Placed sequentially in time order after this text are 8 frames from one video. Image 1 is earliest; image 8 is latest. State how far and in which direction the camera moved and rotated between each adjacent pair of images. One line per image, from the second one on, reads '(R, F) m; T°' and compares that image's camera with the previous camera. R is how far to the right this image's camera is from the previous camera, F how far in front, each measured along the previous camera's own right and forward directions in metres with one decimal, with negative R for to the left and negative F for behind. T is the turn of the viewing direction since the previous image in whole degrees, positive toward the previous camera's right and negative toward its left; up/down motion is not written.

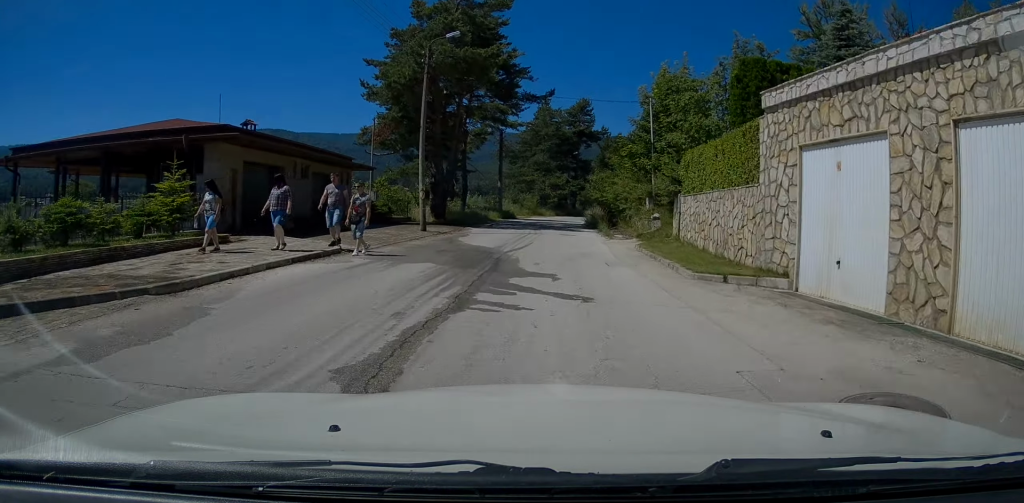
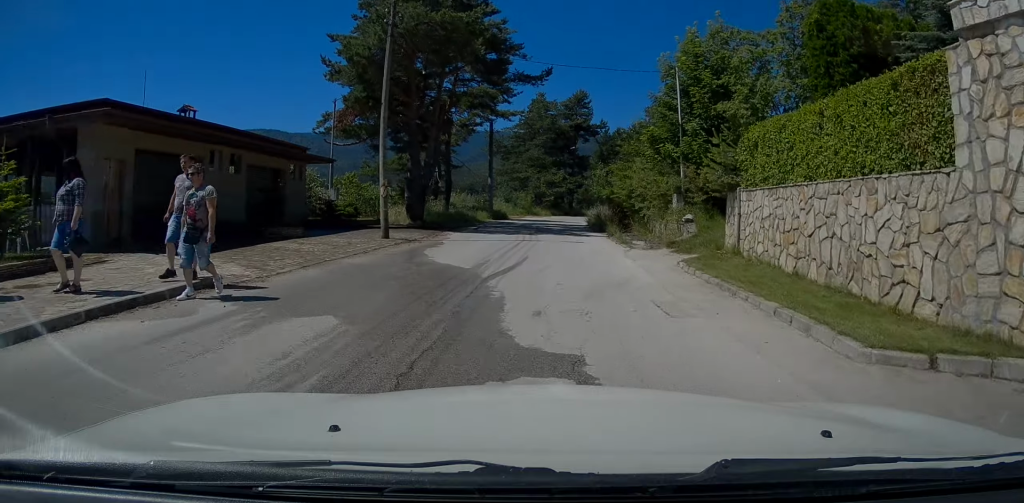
(-0.2, +5.8) m; +1°
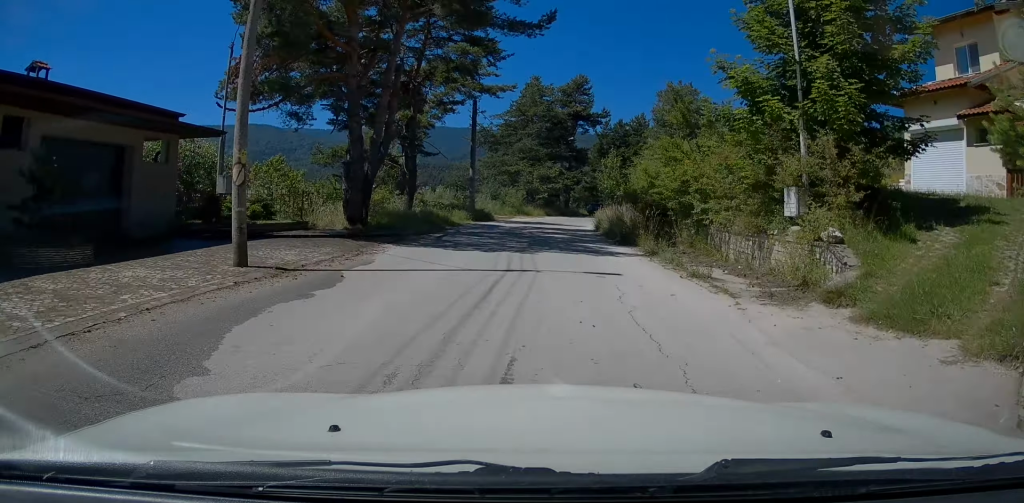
(+0.4, +9.6) m; +1°
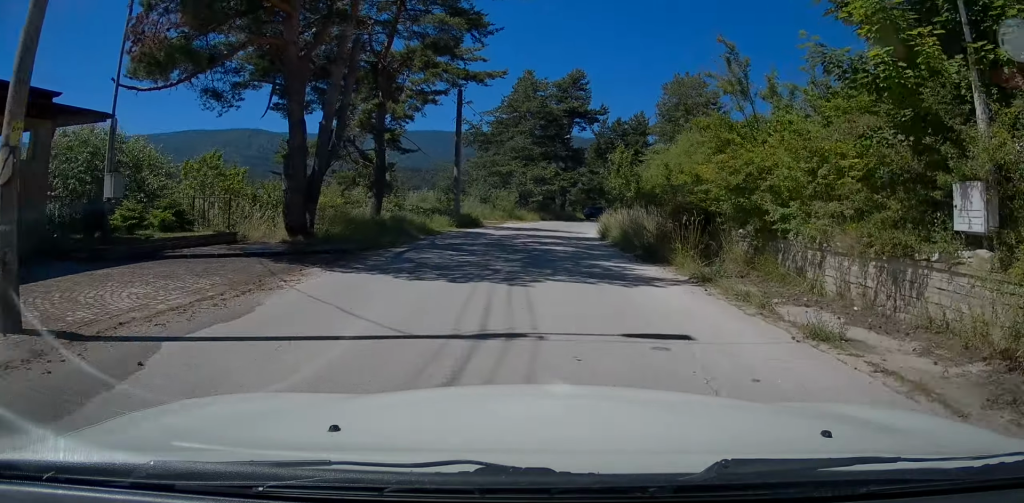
(-0.2, +5.1) m; 0°
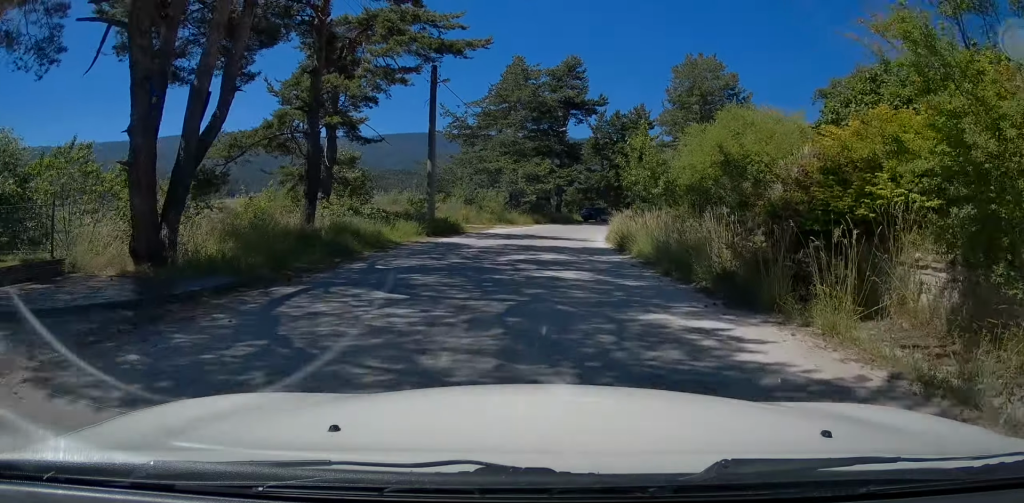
(-0.1, +6.6) m; +1°
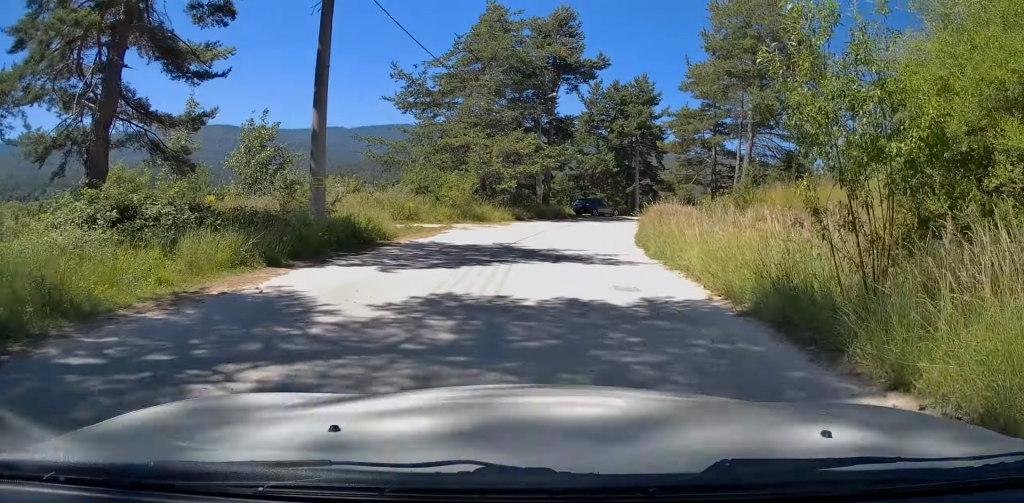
(+0.4, +13.1) m; +2°
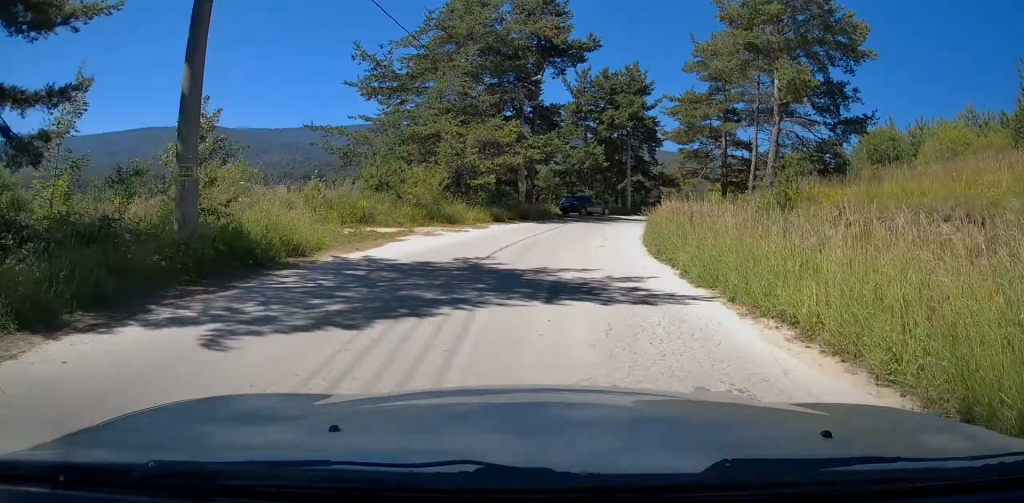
(0.0, +5.2) m; 0°
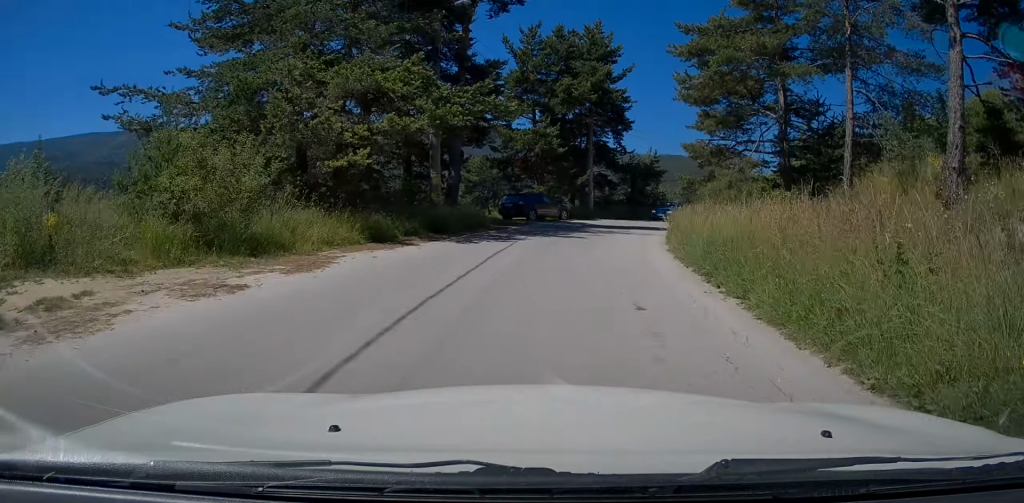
(+0.6, +14.2) m; +8°
